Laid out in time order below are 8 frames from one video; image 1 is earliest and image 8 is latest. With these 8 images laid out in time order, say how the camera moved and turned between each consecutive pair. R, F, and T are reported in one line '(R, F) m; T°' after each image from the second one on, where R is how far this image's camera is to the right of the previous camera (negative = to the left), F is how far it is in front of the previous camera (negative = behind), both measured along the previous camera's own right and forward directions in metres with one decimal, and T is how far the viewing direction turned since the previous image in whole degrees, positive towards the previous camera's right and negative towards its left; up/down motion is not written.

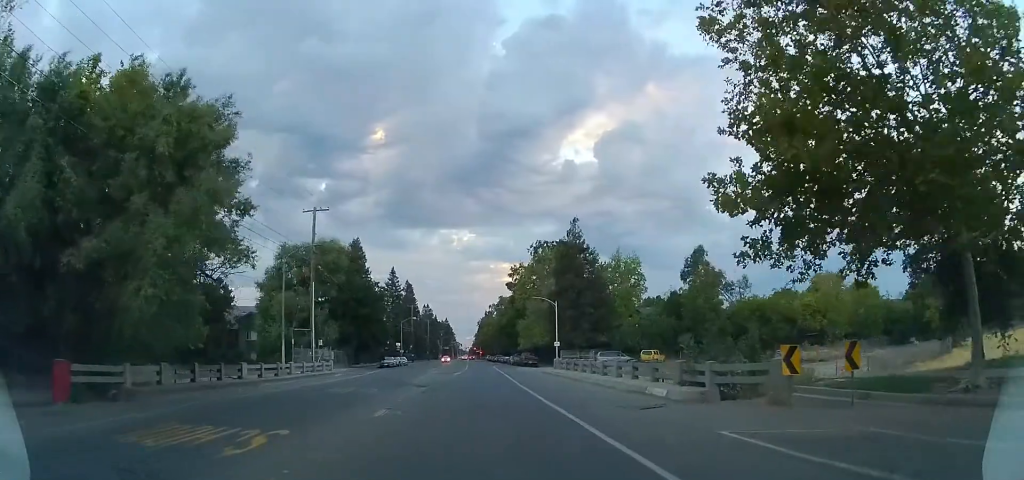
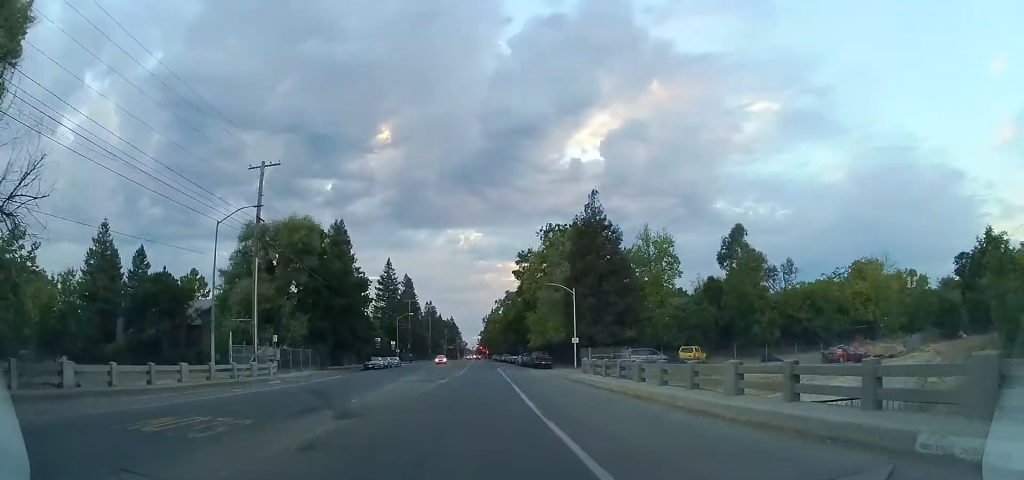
(+0.5, +12.2) m; +3°
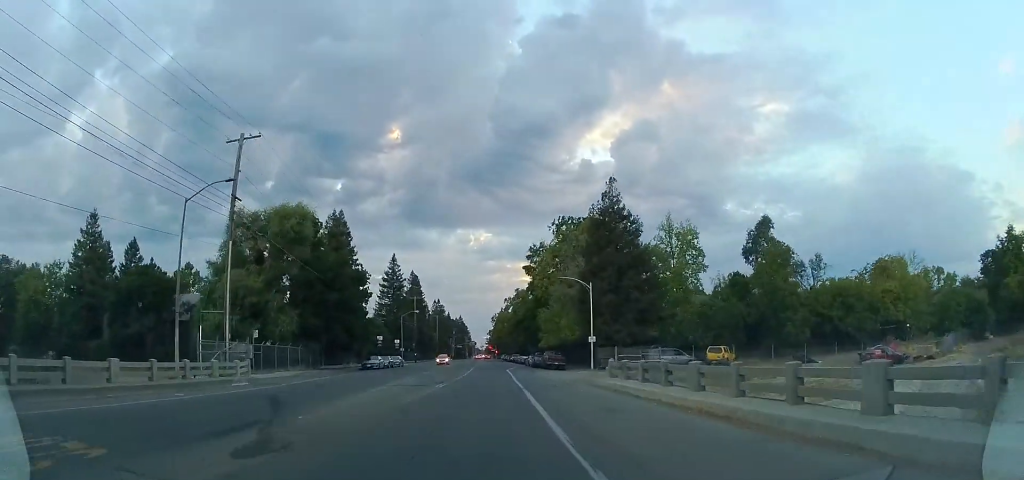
(+0.2, +5.1) m; 0°
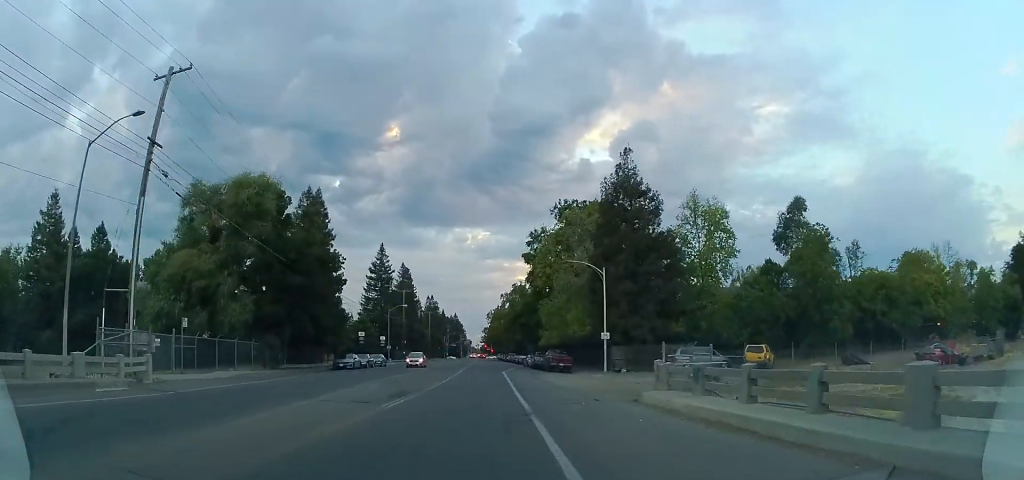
(-0.3, +8.4) m; -2°
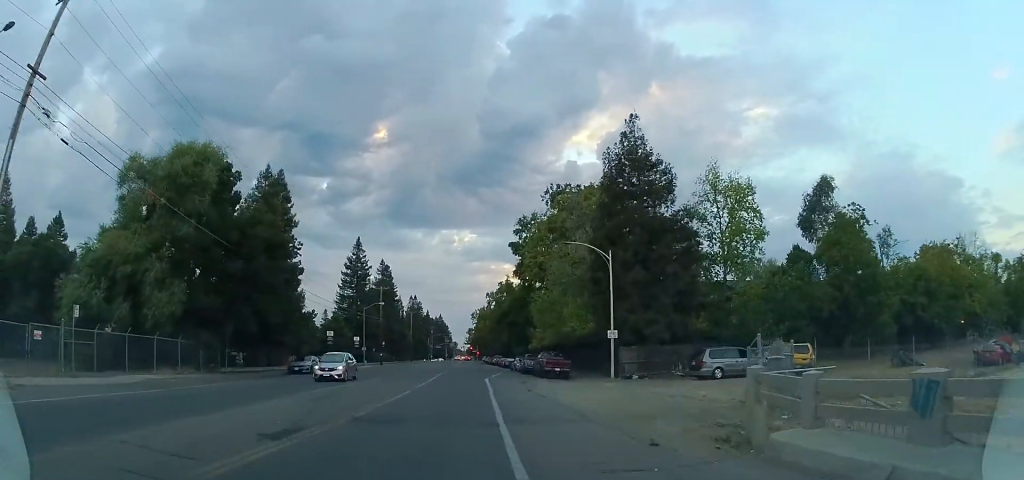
(-0.1, +8.0) m; +2°
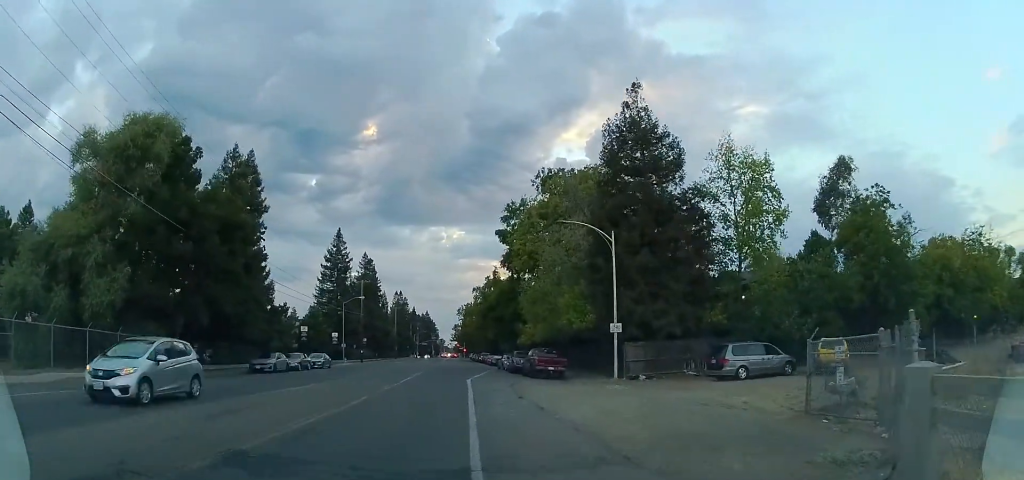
(+0.2, +4.9) m; +4°
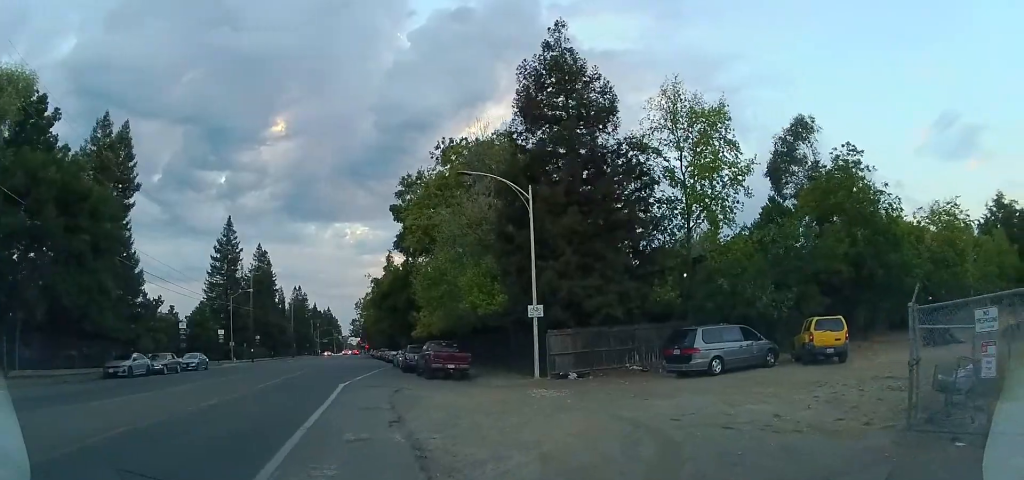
(+0.5, +7.7) m; +7°
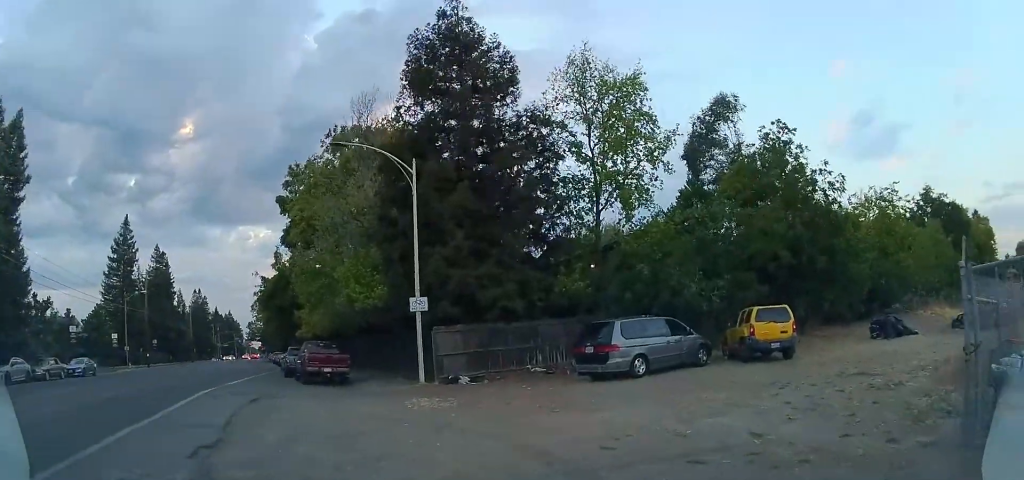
(+0.2, +4.0) m; +12°
